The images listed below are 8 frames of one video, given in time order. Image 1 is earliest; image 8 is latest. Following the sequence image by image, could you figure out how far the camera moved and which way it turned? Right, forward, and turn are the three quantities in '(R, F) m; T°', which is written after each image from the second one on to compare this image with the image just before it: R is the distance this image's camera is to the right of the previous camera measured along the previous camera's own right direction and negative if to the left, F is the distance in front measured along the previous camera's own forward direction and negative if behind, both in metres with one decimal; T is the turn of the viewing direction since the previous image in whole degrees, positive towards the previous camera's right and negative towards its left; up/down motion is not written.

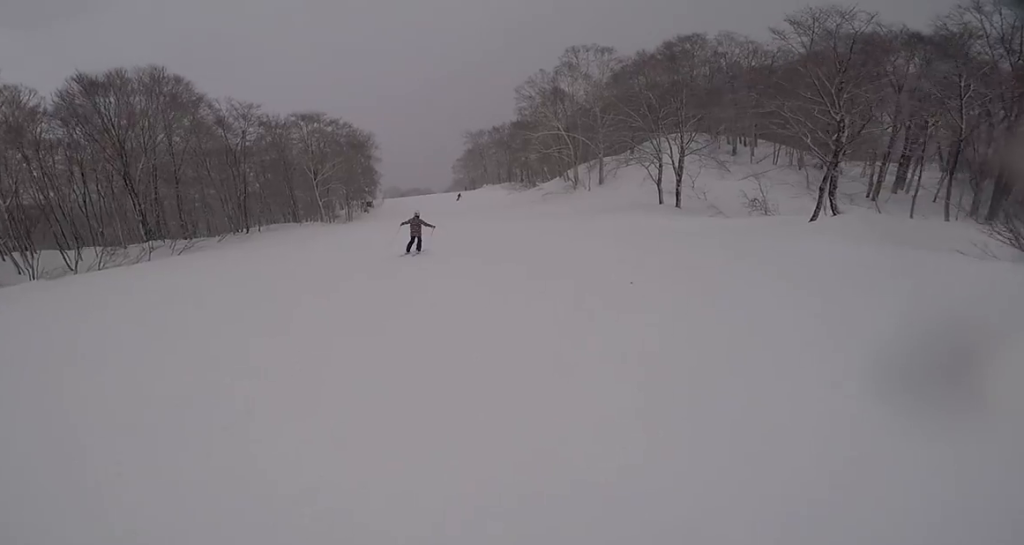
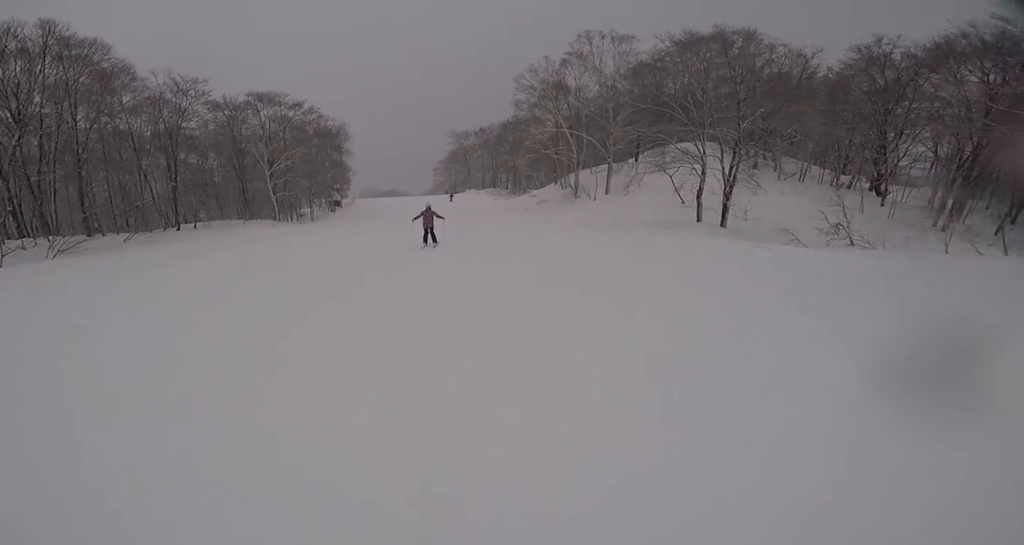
(+0.4, +9.1) m; 0°
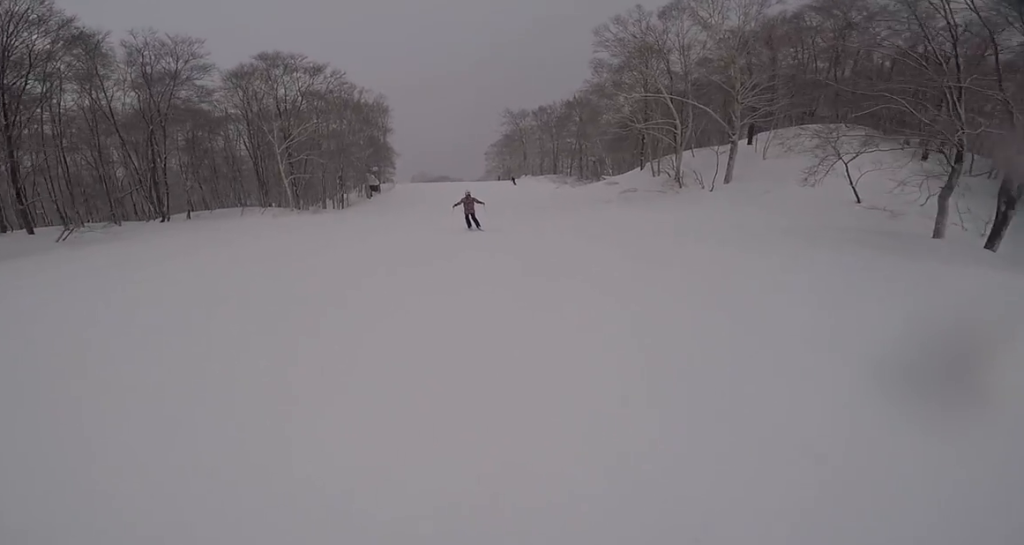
(-0.6, +11.2) m; 0°
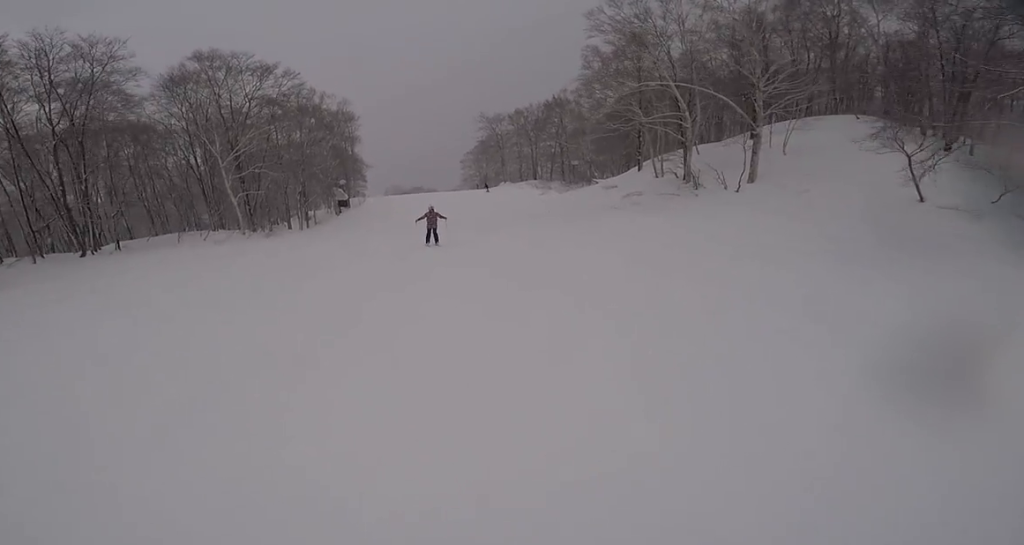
(+0.5, +5.7) m; 0°
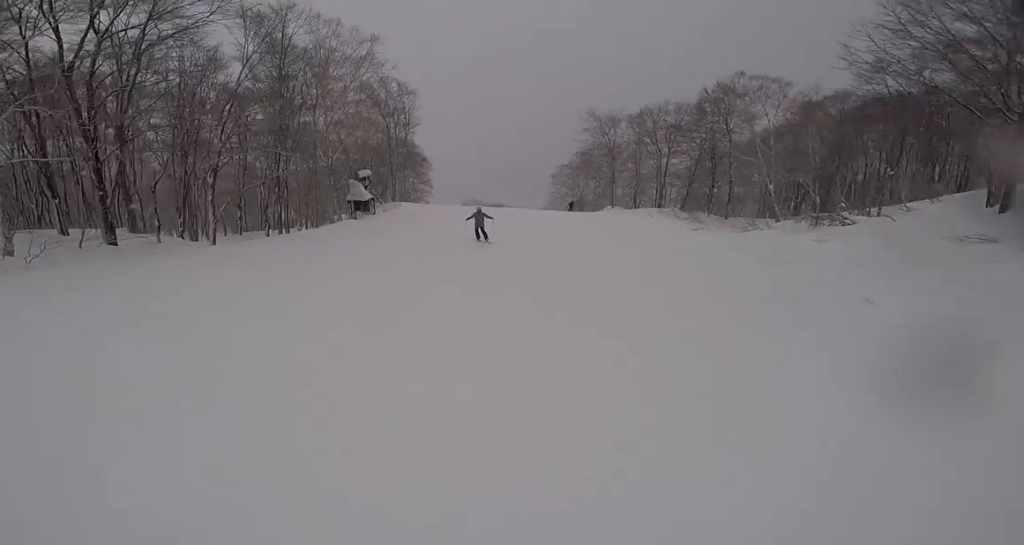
(+0.1, +23.0) m; 0°
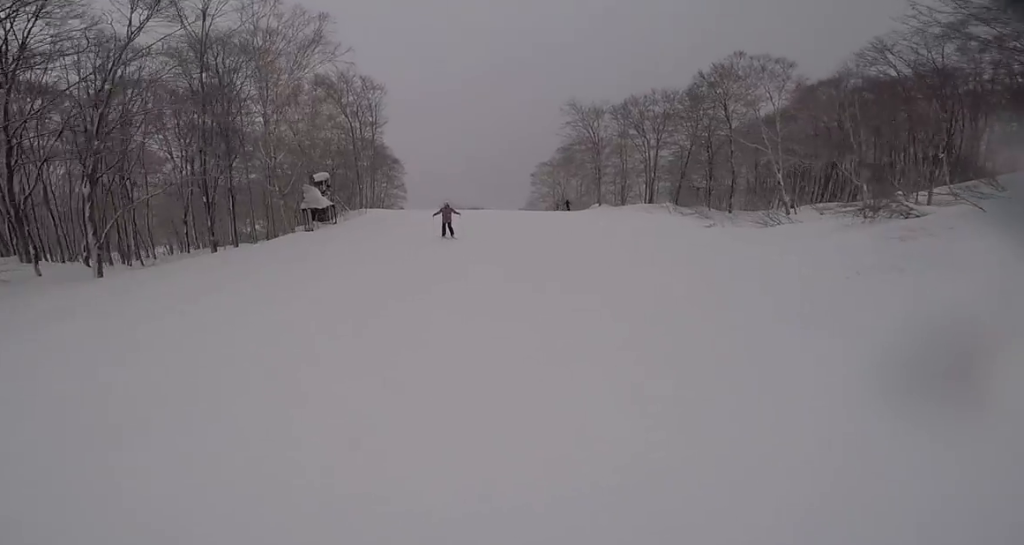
(-0.4, +4.7) m; 0°
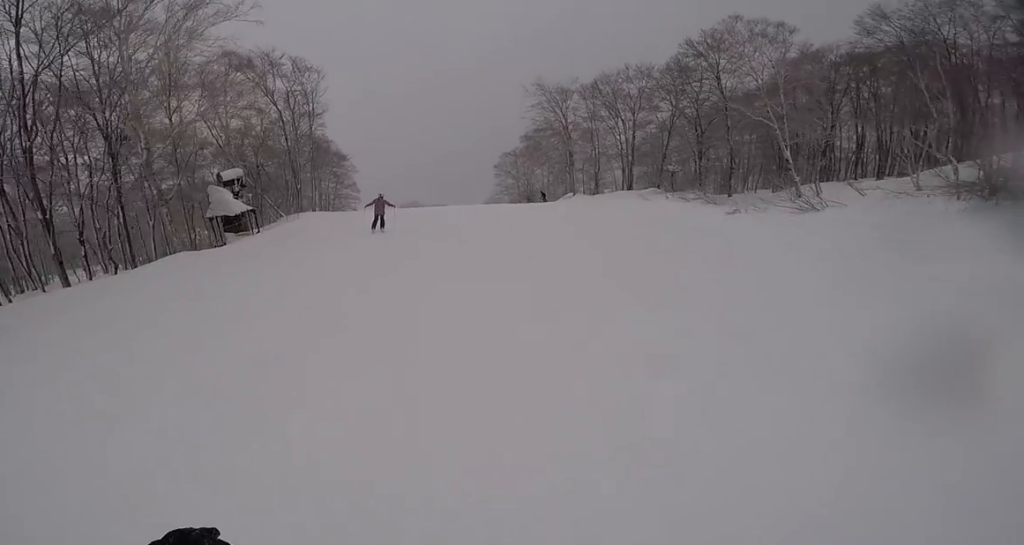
(+0.2, +6.0) m; 0°
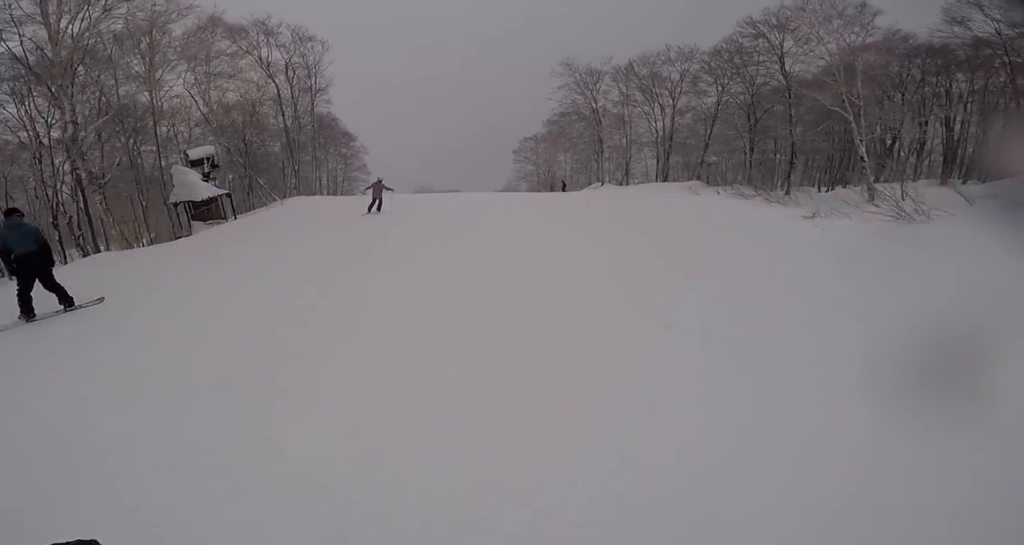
(+0.3, +3.9) m; +1°
